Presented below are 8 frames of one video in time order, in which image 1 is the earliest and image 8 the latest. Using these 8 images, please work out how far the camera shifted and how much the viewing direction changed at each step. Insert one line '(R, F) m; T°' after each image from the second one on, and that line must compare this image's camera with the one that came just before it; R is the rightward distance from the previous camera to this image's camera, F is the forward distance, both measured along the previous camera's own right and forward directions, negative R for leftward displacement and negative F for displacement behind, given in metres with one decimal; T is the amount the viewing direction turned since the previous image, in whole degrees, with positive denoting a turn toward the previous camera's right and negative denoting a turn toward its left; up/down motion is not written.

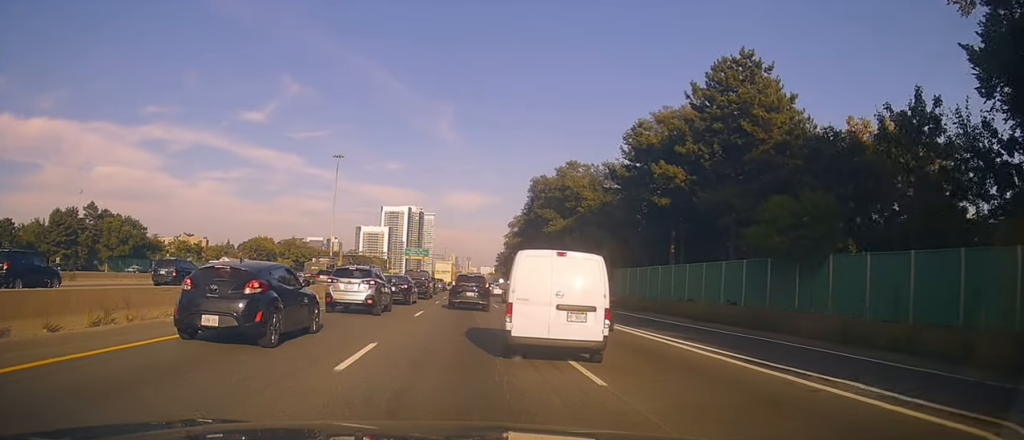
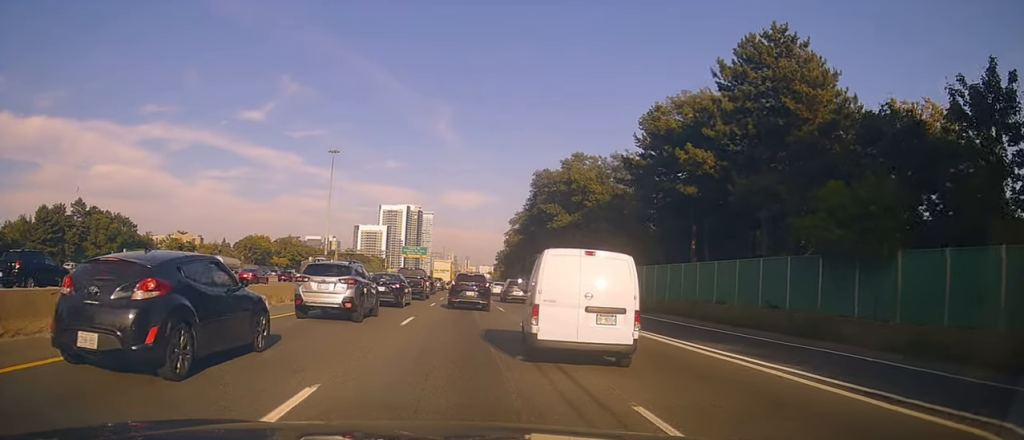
(0.0, +4.7) m; +2°
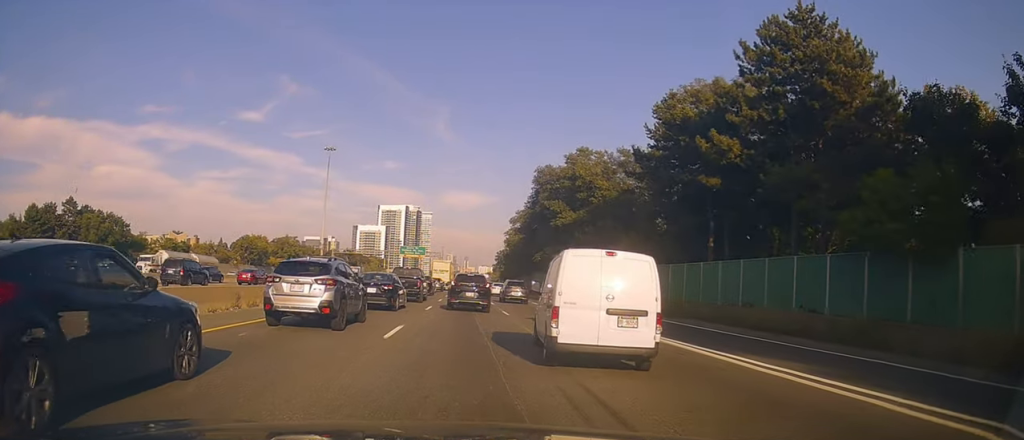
(0.0, +3.3) m; +1°
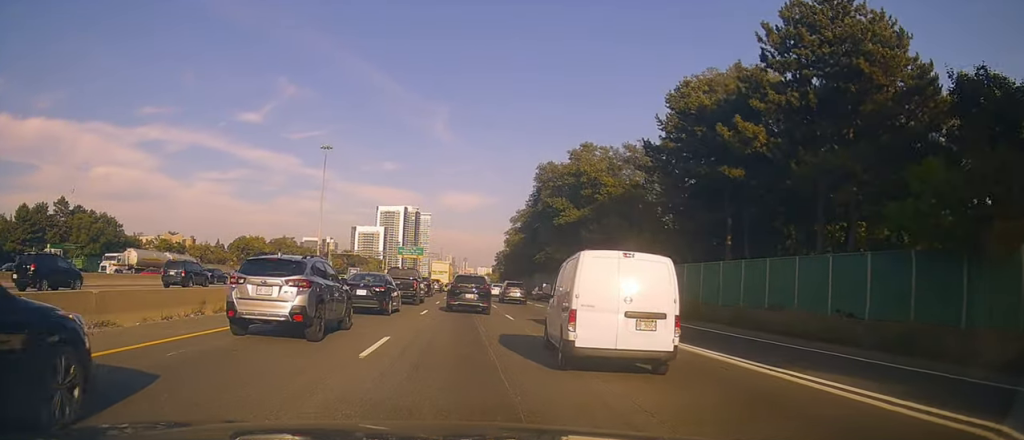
(+0.2, +2.8) m; 0°
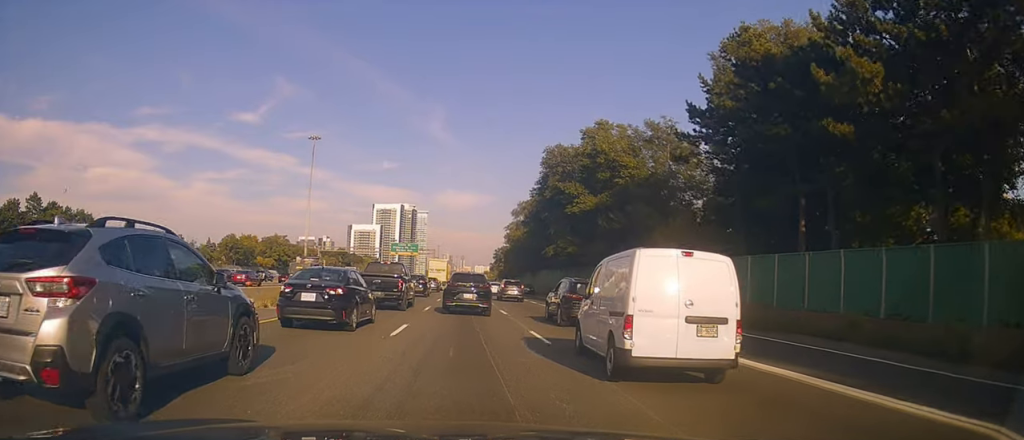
(-0.4, +8.2) m; 0°
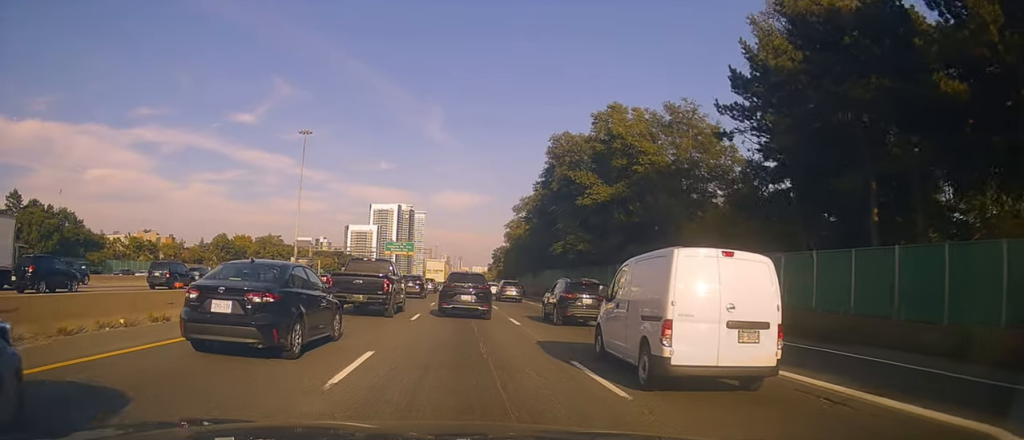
(+0.4, +5.3) m; +2°
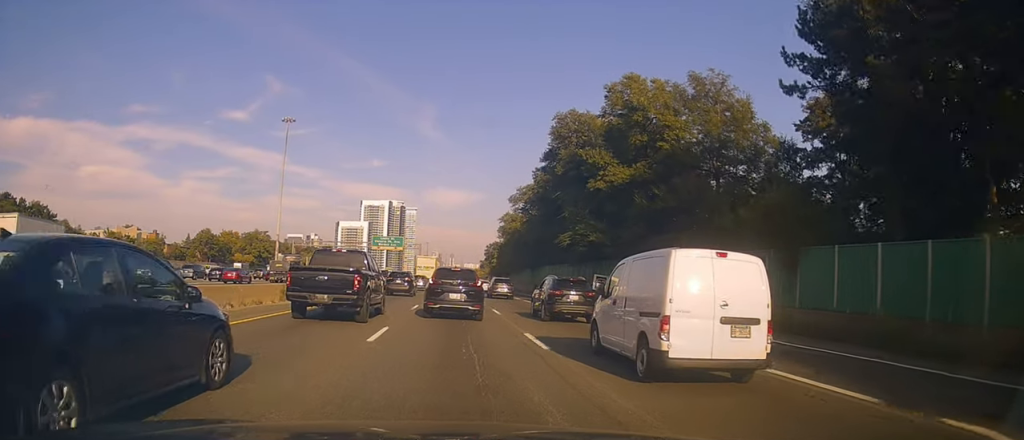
(-0.3, +7.2) m; +1°
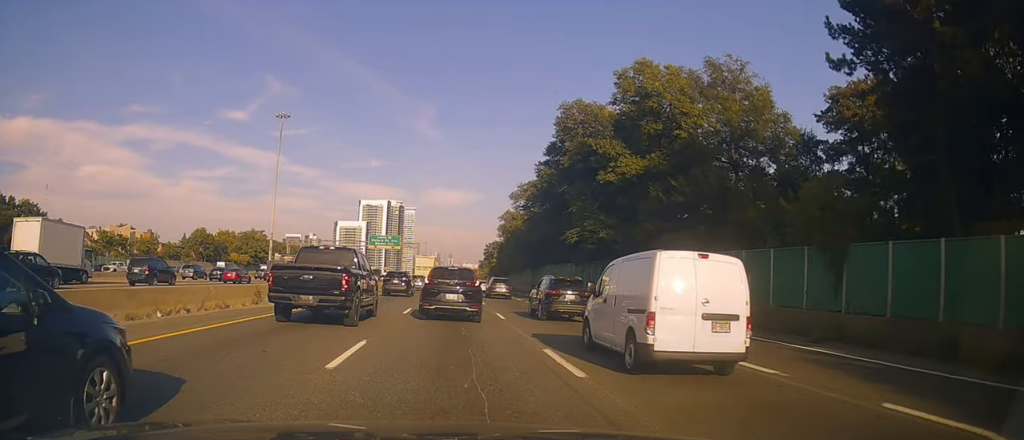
(+0.2, +3.4) m; 0°
